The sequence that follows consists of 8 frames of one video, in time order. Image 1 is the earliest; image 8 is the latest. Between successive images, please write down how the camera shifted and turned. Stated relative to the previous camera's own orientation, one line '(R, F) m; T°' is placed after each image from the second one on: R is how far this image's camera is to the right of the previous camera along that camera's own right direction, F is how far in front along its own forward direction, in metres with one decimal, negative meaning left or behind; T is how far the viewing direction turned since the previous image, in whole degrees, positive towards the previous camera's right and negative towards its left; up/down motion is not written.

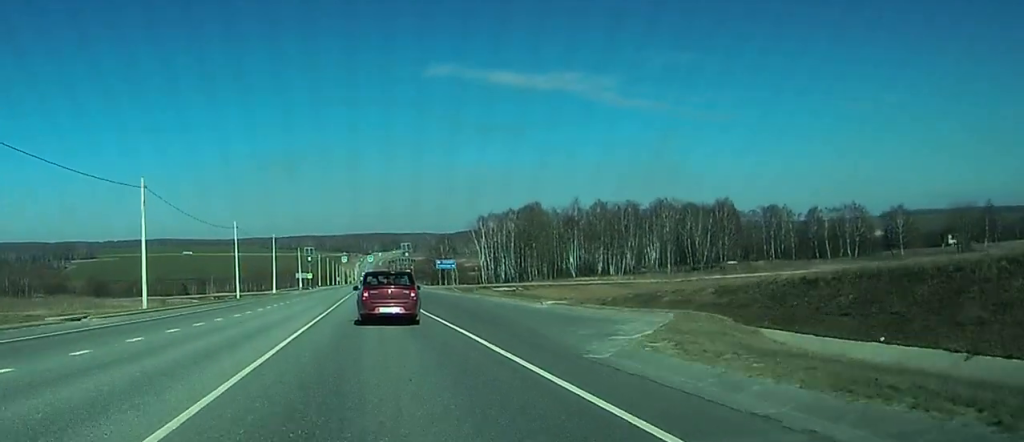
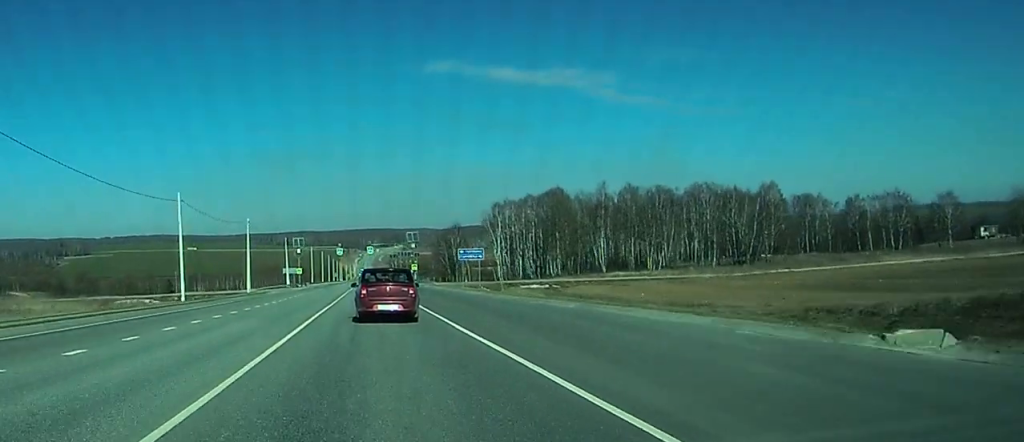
(0.0, +29.4) m; 0°
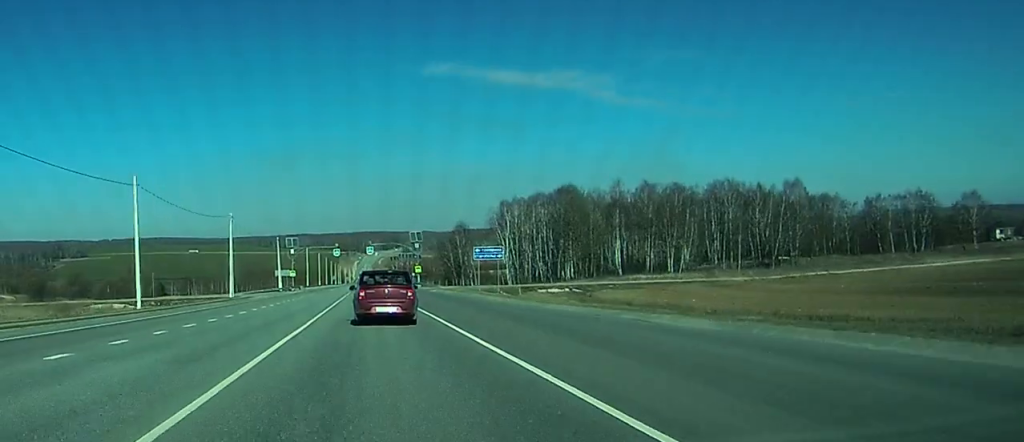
(0.0, +13.4) m; 0°
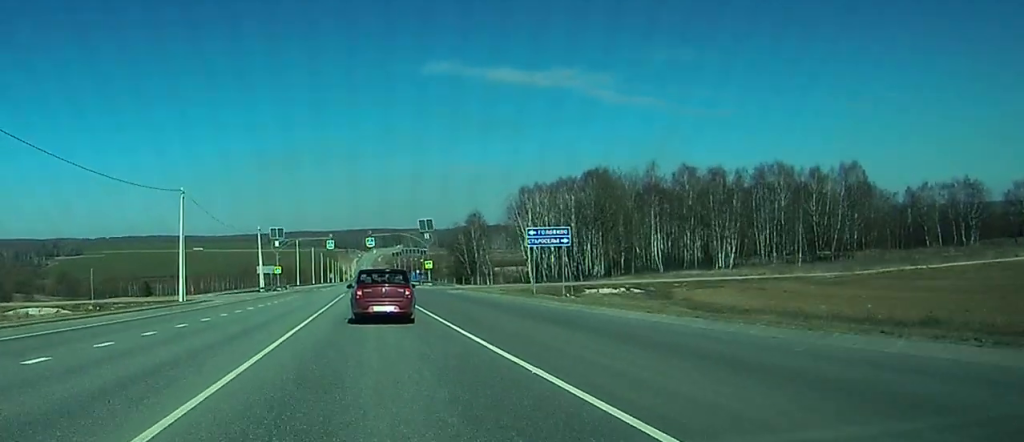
(-0.1, +25.8) m; 0°
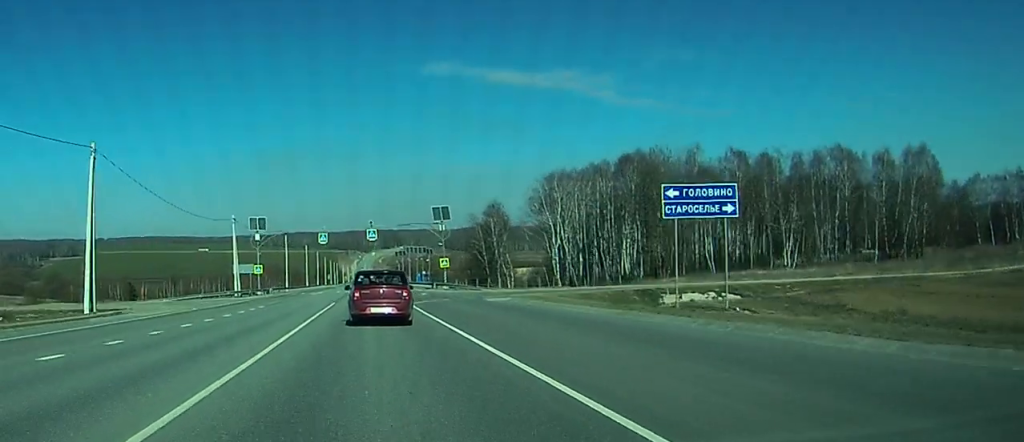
(0.0, +24.0) m; 0°
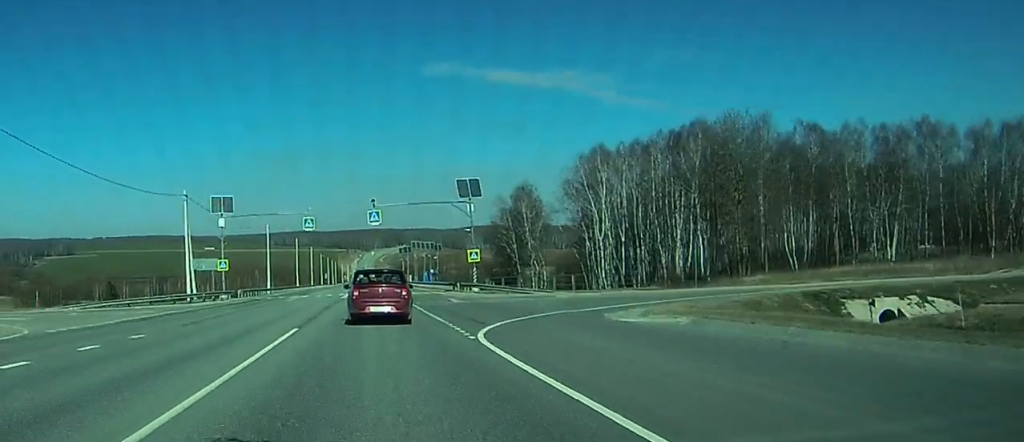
(0.0, +26.6) m; 0°
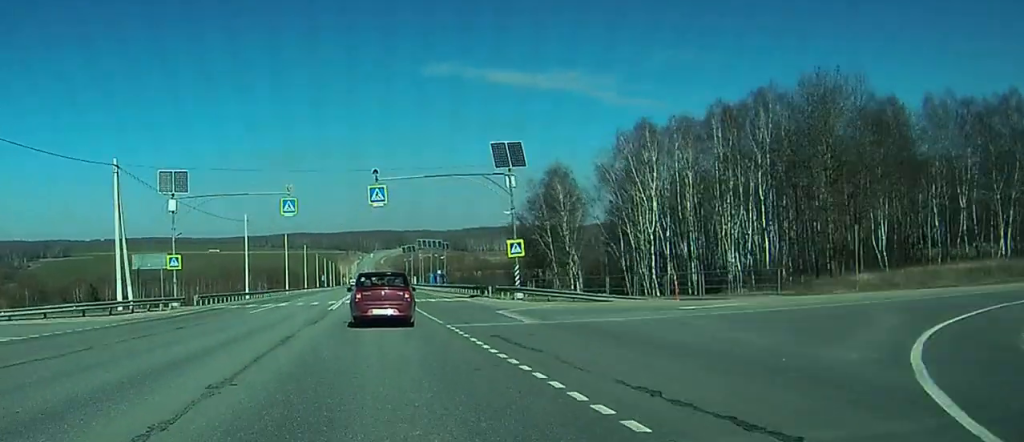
(0.0, +20.4) m; 0°
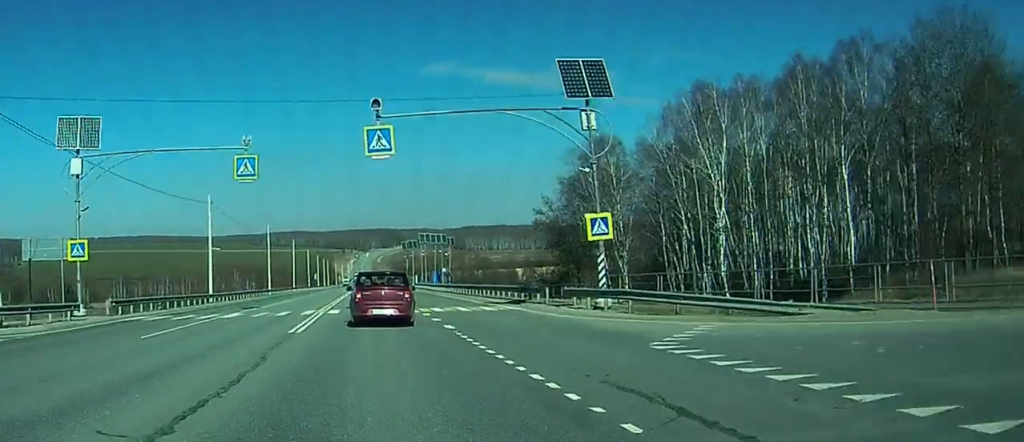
(0.0, +19.5) m; 0°
